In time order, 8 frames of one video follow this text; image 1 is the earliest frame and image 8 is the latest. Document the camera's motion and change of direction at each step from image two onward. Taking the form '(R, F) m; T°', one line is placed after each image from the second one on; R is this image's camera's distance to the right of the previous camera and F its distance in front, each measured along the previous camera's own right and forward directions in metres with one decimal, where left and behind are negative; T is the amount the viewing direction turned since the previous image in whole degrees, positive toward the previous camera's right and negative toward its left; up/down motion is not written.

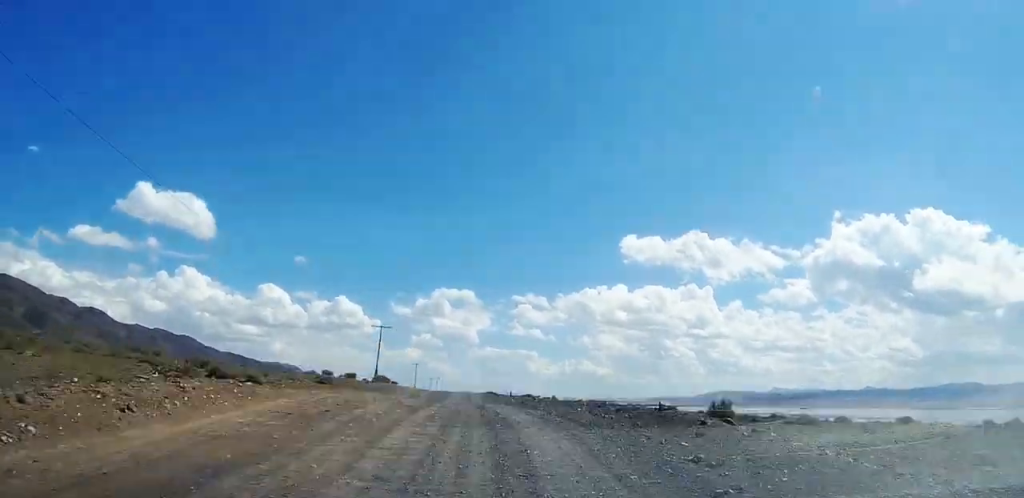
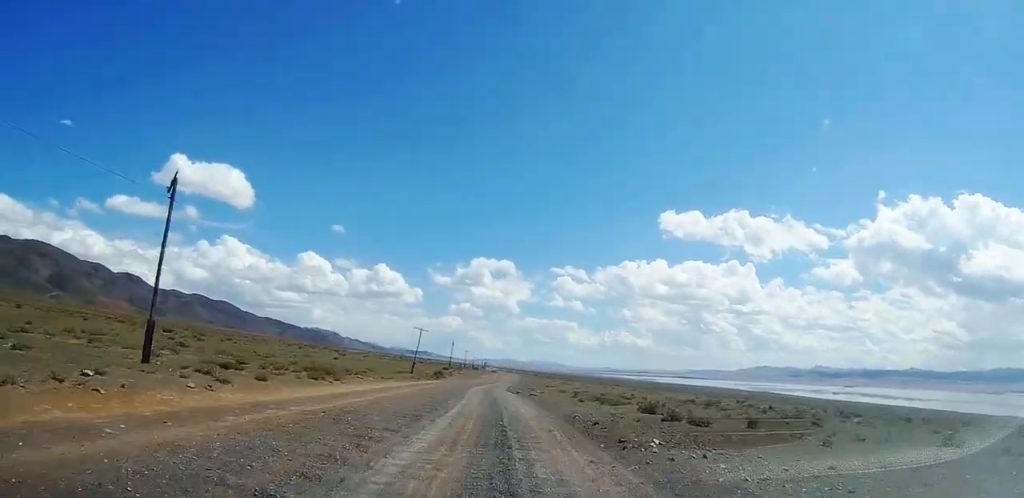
(+0.5, +116.8) m; 0°
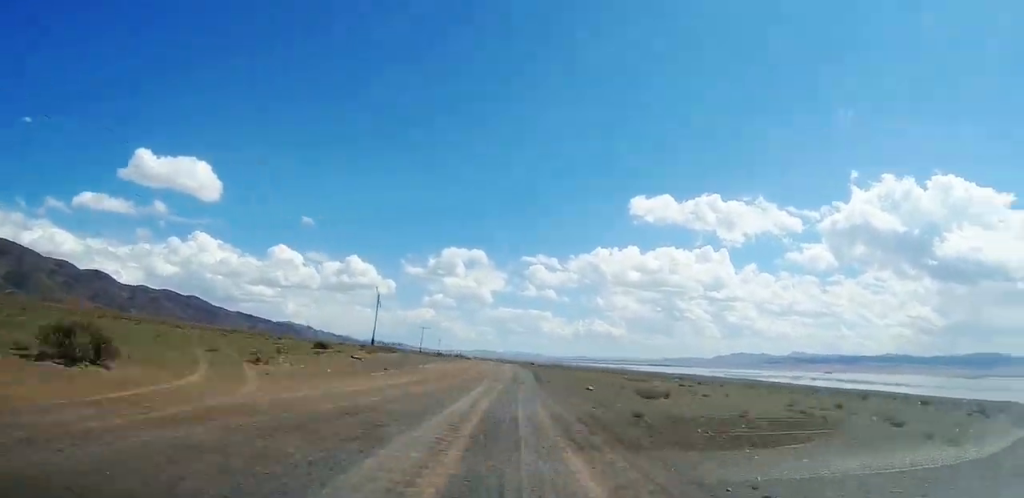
(+0.4, +69.1) m; 0°
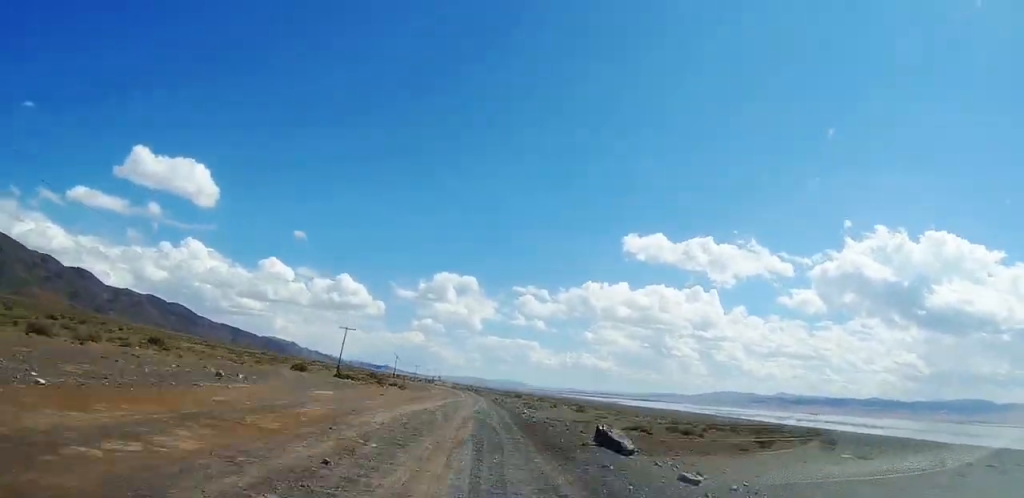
(-0.4, +56.0) m; -2°
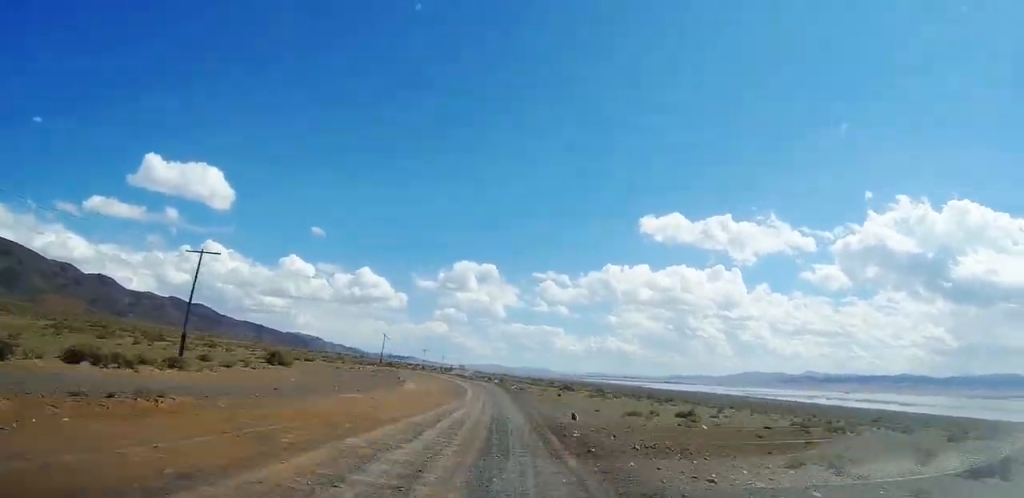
(+0.5, +48.2) m; -1°
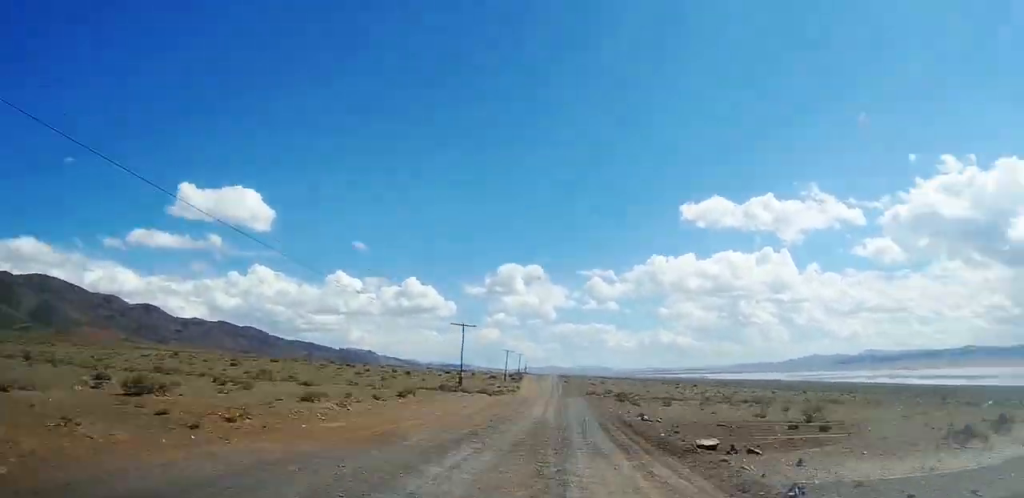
(-3.6, +114.2) m; +1°
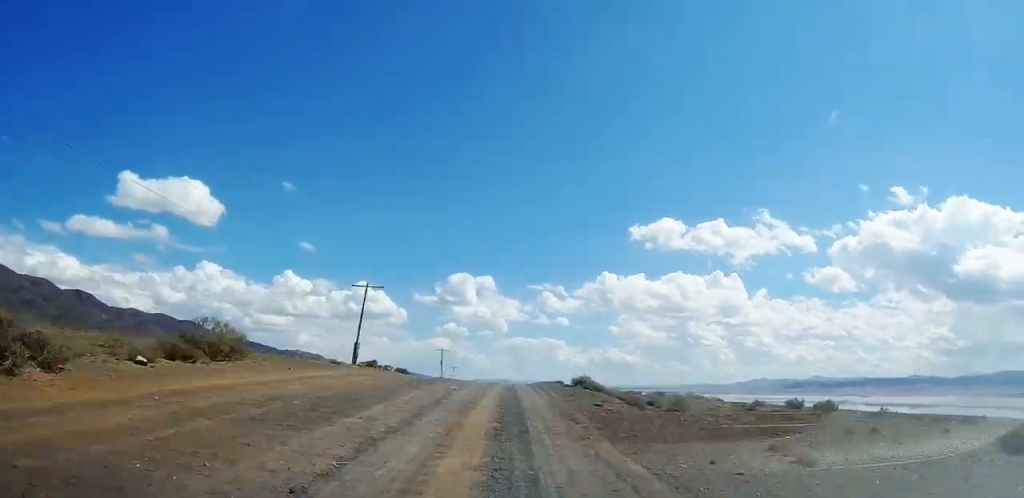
(+6.1, +144.8) m; +1°
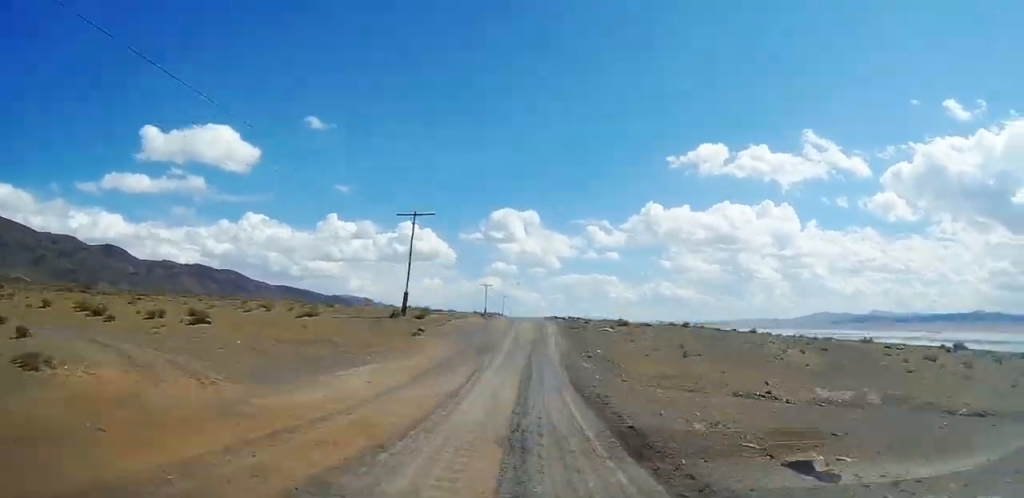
(-9.0, +253.0) m; -2°
